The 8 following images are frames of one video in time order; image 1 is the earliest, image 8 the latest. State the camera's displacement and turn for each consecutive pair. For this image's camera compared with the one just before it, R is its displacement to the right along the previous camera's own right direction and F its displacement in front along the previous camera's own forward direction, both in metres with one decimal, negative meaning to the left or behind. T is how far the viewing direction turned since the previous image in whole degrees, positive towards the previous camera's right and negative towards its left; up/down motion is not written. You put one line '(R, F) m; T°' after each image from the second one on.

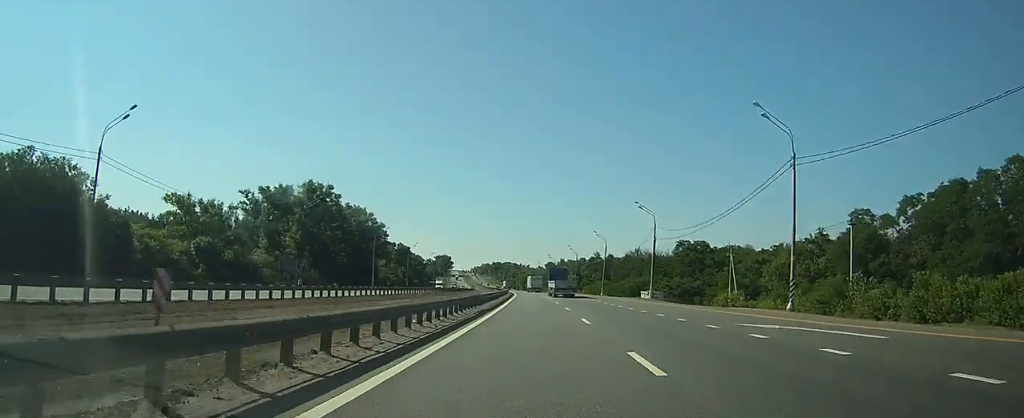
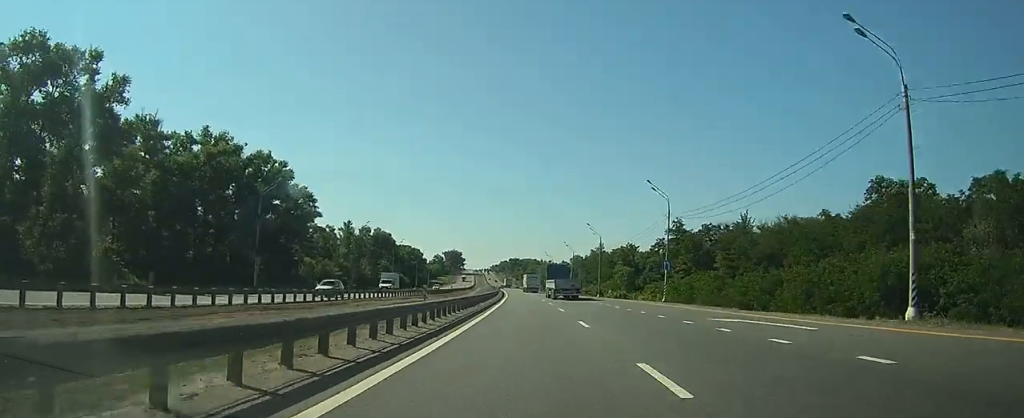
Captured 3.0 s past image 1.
(-0.8, +84.9) m; -1°
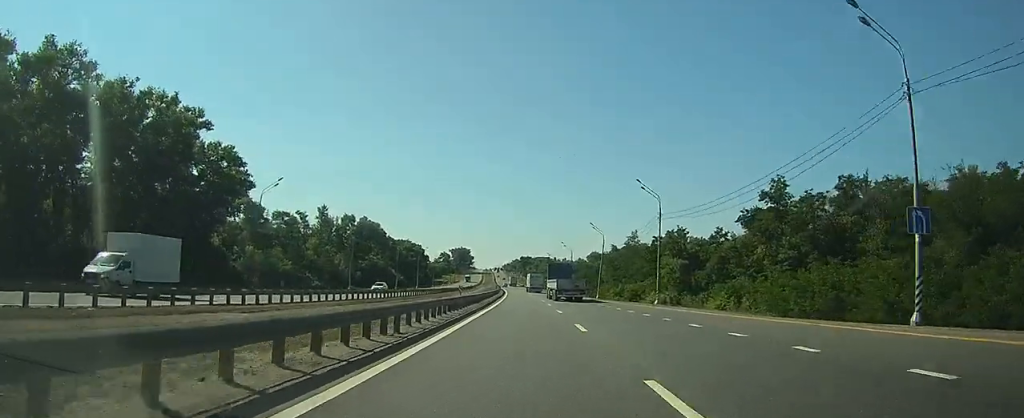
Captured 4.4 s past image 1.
(-0.4, +37.1) m; -1°
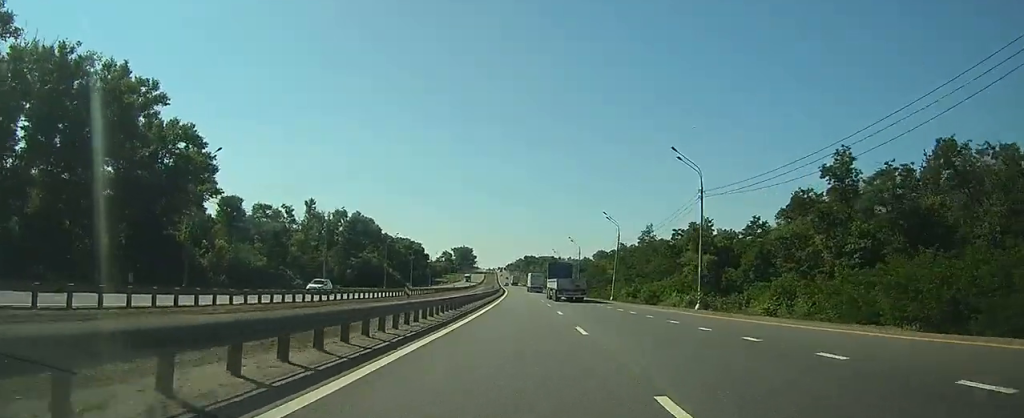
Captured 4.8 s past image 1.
(0.0, +12.9) m; 0°
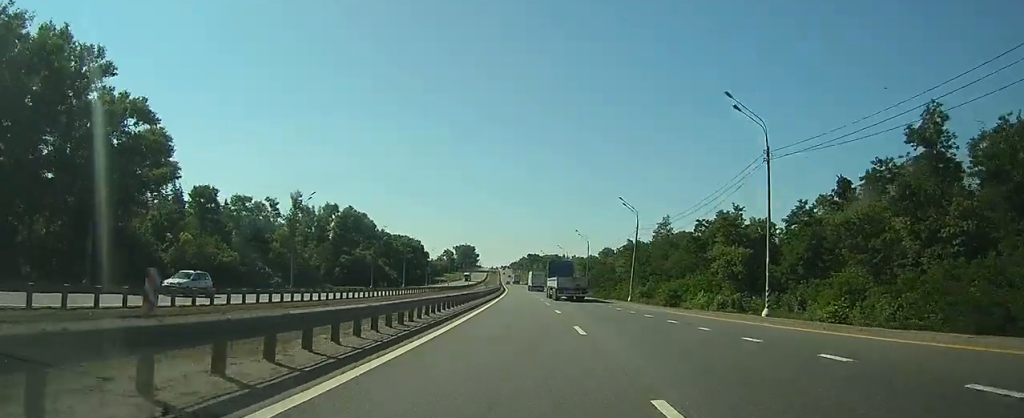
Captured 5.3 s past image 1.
(-0.1, +12.0) m; 0°
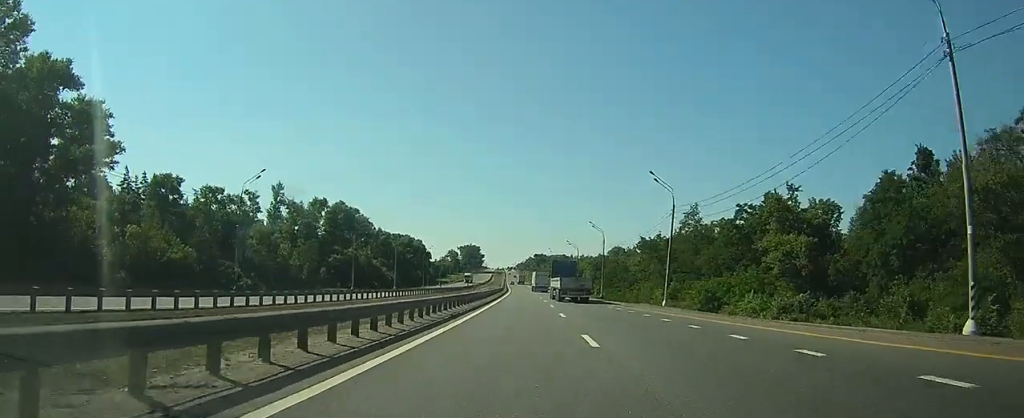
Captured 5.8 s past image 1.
(-0.1, +14.8) m; 0°
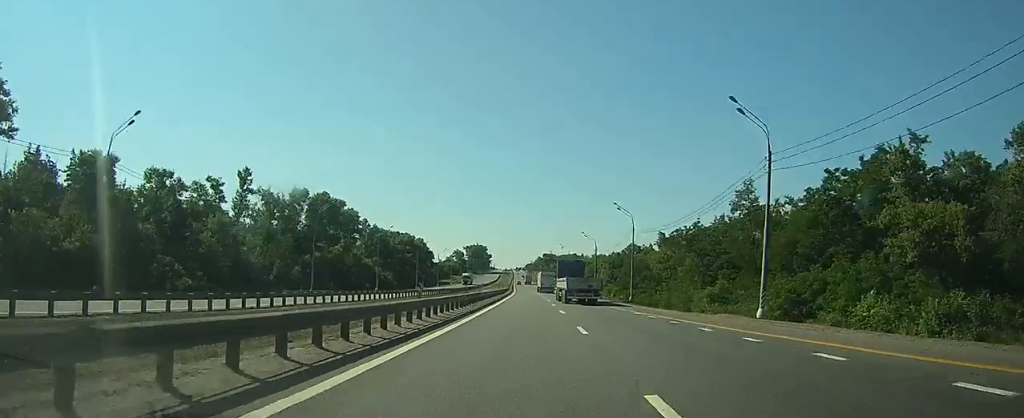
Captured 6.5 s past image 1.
(0.0, +20.3) m; -1°
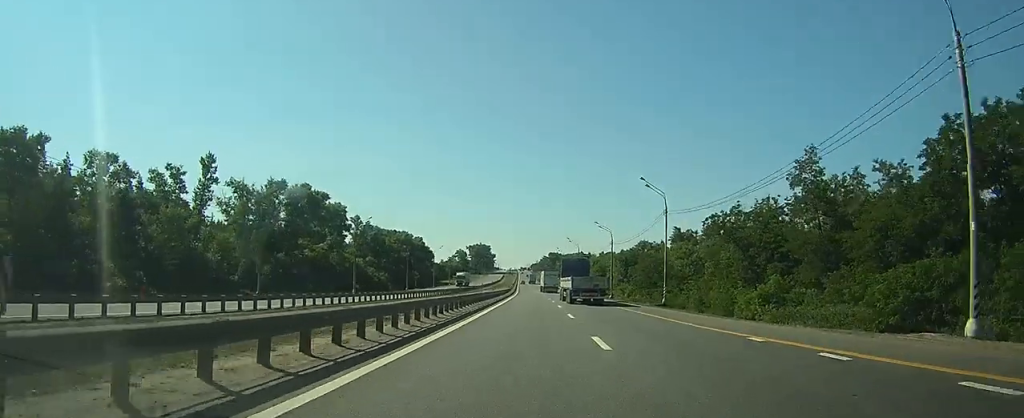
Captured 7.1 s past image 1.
(-0.2, +15.7) m; -1°
